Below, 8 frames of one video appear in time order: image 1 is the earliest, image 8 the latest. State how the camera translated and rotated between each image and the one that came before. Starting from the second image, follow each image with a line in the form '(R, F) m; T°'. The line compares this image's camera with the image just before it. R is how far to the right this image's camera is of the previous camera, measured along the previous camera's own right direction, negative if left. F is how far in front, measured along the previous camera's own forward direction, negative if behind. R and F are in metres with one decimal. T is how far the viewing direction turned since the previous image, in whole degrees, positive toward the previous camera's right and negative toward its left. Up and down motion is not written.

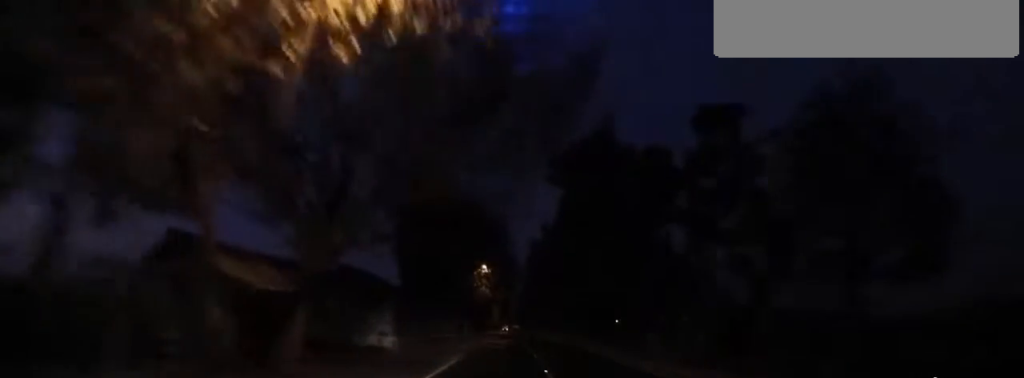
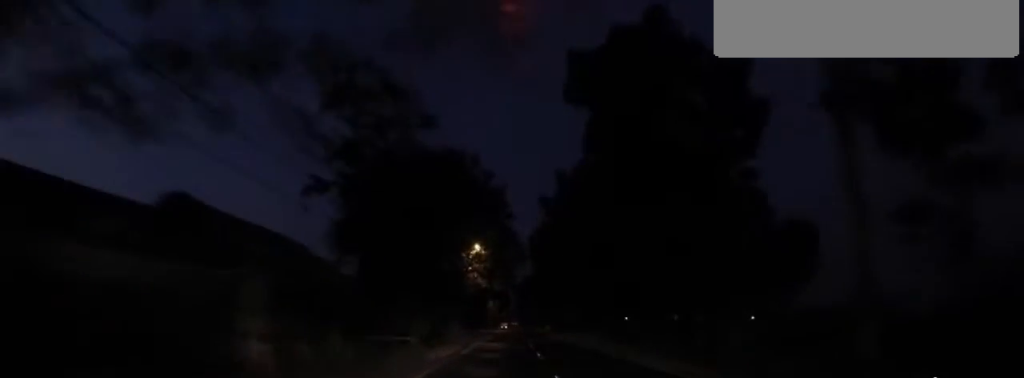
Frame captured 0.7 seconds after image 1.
(0.0, +11.3) m; +1°
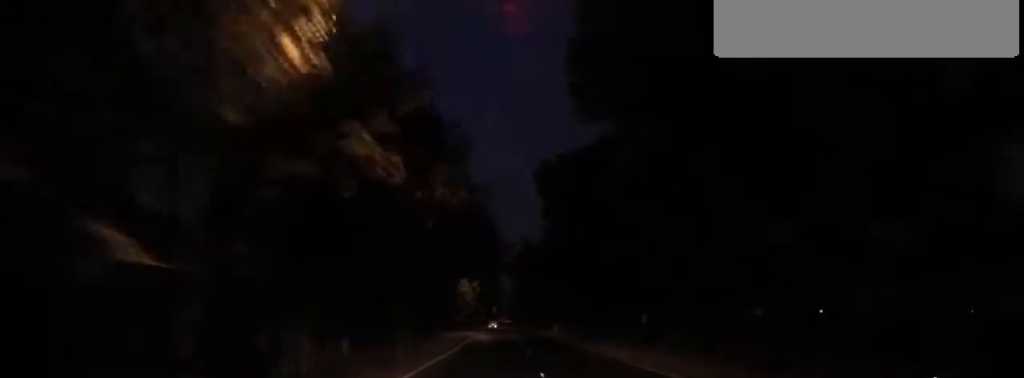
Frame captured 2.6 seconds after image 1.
(+0.6, +32.9) m; -1°
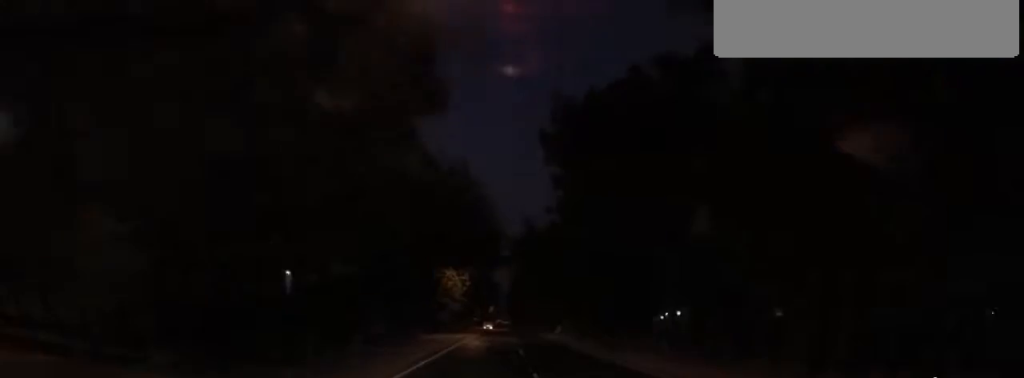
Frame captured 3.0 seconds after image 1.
(-0.1, +8.3) m; -1°
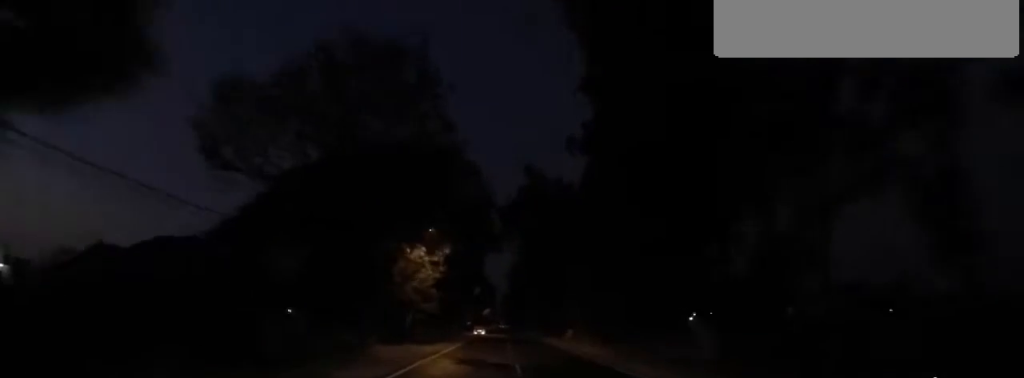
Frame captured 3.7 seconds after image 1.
(-0.1, +13.1) m; 0°
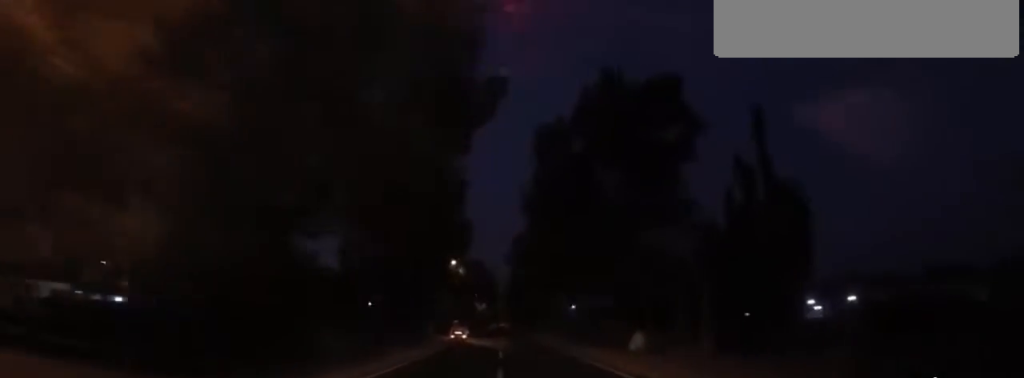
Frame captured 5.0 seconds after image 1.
(+0.4, +26.5) m; +2°
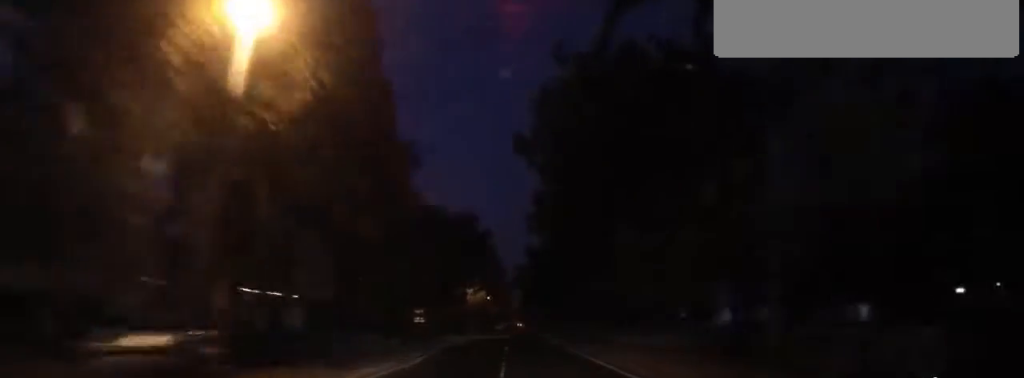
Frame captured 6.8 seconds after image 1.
(+0.3, +39.2) m; +1°
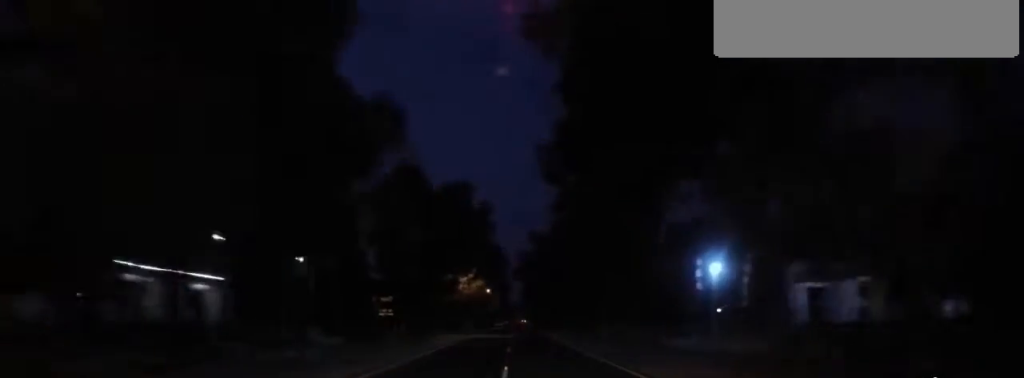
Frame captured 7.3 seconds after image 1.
(0.0, +10.1) m; 0°
